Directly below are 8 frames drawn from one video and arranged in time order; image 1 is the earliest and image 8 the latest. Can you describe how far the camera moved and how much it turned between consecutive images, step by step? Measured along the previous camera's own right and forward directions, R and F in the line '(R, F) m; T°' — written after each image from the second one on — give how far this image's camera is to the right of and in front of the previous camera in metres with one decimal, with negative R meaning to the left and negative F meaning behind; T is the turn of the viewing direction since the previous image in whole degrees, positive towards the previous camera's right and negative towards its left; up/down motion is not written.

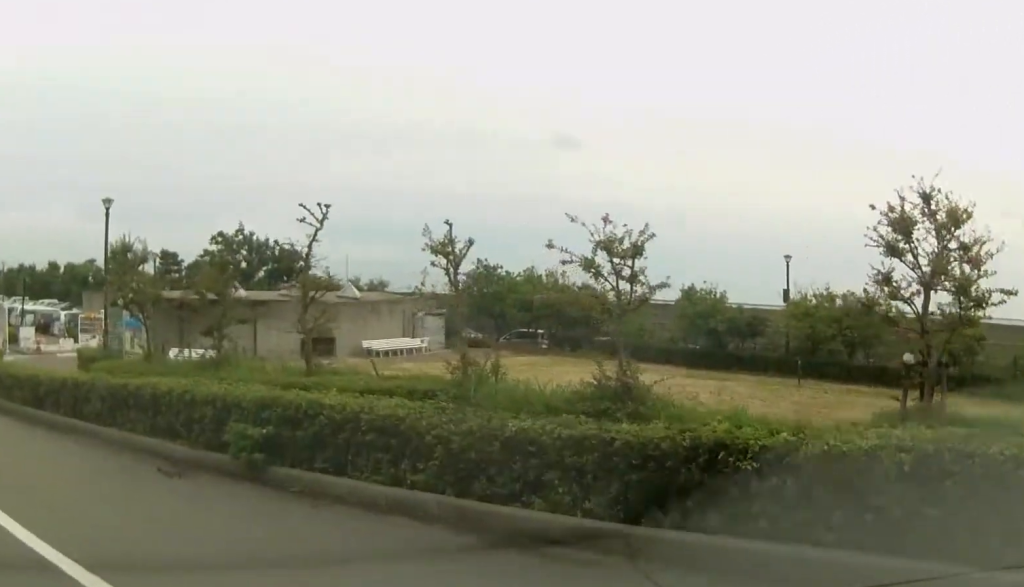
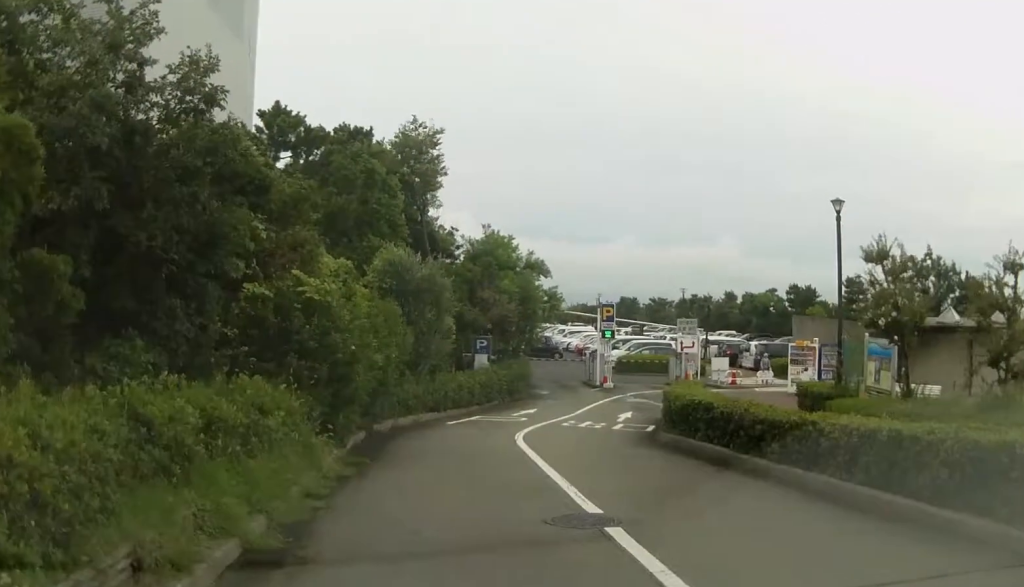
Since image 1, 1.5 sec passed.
(-3.1, +5.0) m; -44°
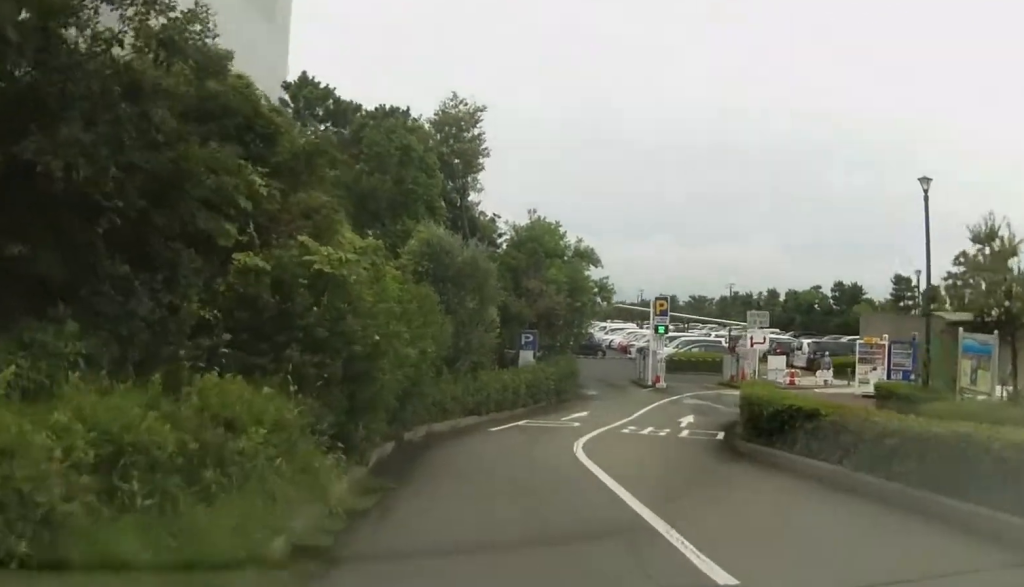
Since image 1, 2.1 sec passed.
(-0.3, +3.2) m; -4°
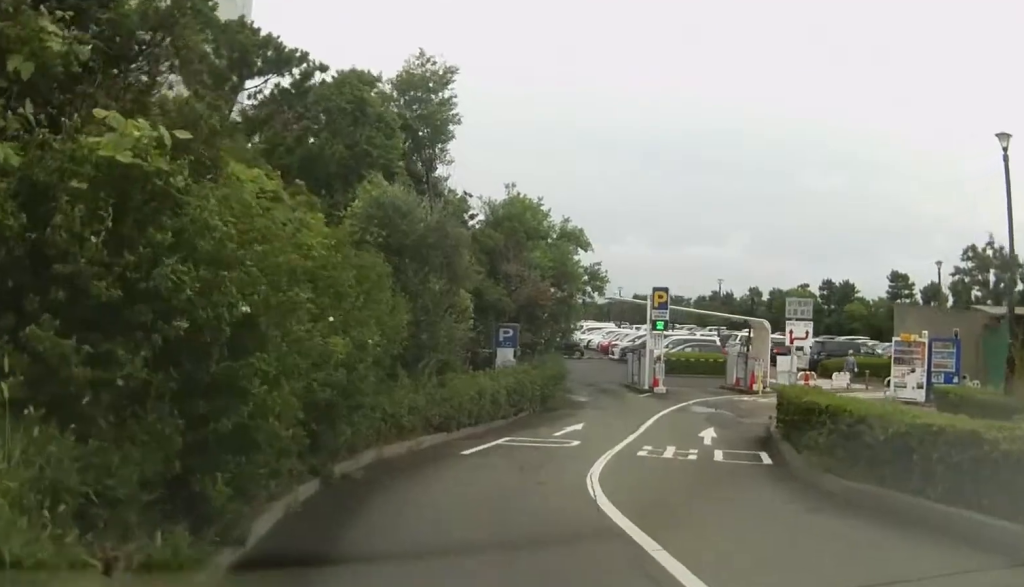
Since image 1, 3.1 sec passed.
(+0.2, +4.8) m; +5°
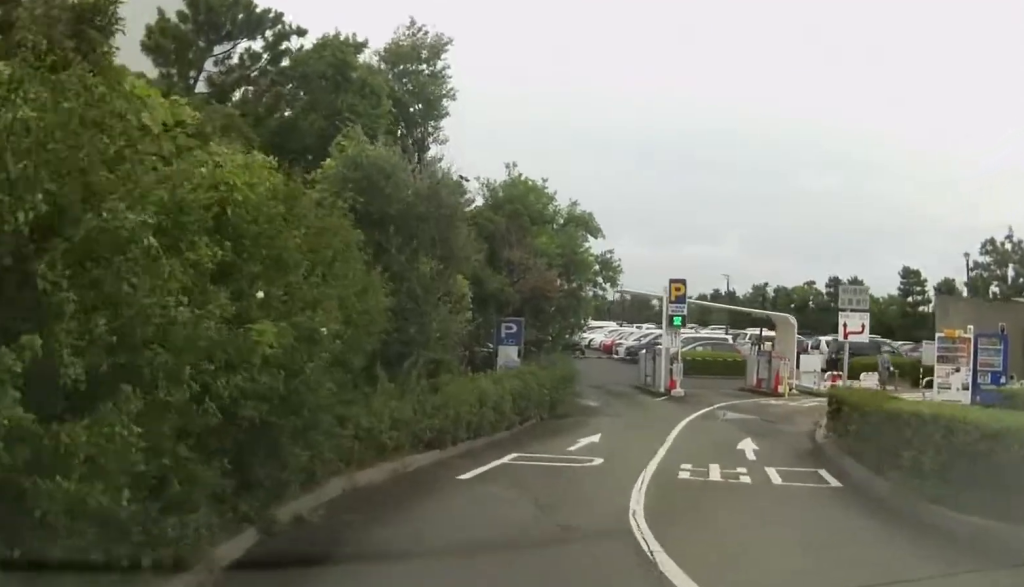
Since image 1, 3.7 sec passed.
(+0.1, +2.5) m; +3°
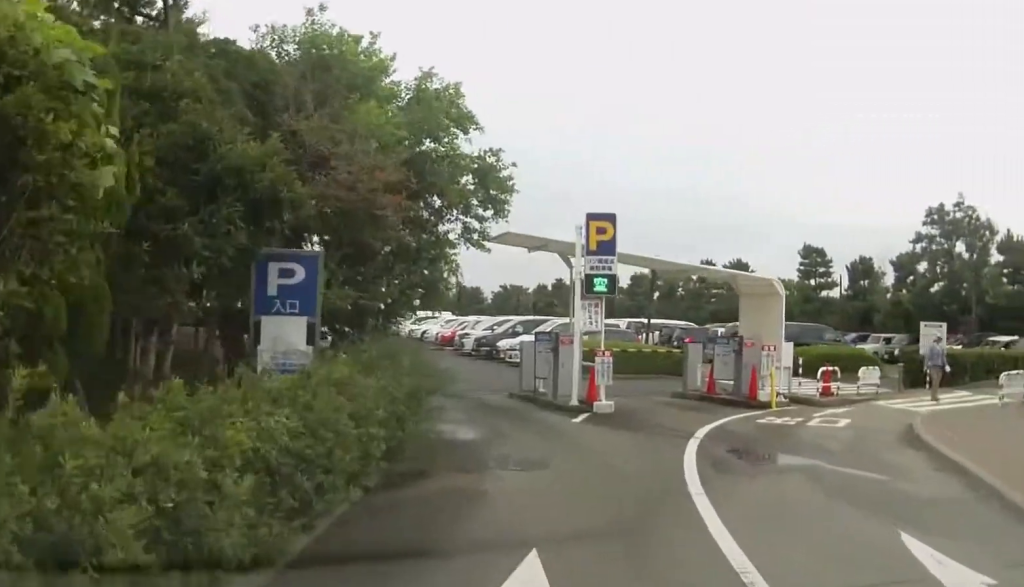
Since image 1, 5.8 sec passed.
(0.0, +9.3) m; +3°
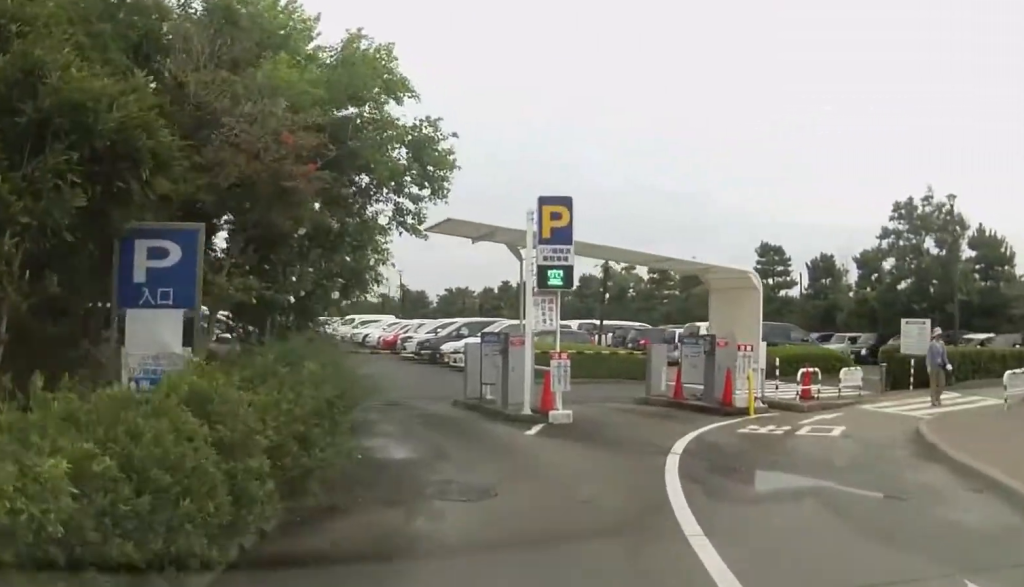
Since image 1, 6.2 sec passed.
(+0.2, +1.7) m; +3°
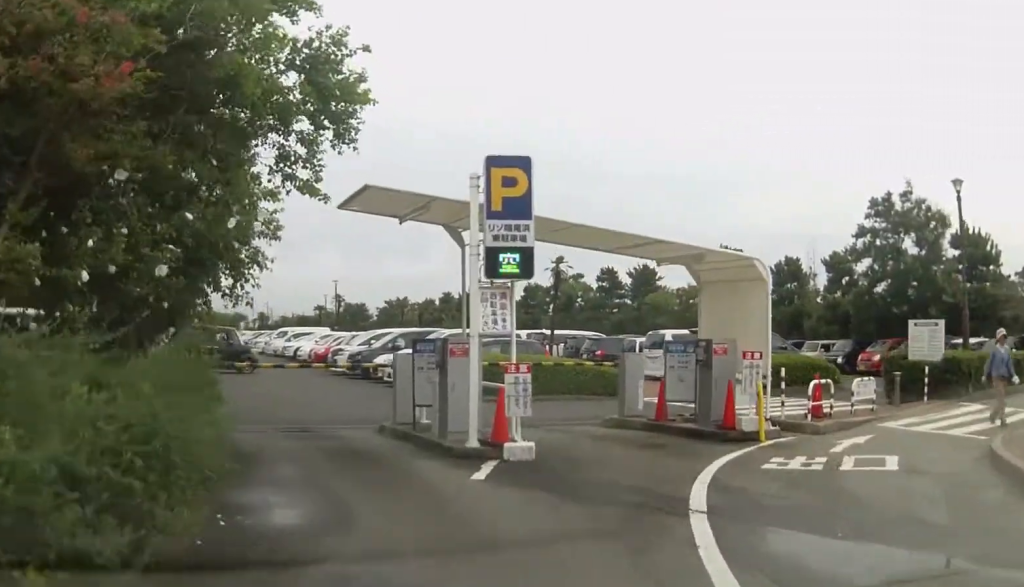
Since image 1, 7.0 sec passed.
(+0.2, +3.4) m; +5°
